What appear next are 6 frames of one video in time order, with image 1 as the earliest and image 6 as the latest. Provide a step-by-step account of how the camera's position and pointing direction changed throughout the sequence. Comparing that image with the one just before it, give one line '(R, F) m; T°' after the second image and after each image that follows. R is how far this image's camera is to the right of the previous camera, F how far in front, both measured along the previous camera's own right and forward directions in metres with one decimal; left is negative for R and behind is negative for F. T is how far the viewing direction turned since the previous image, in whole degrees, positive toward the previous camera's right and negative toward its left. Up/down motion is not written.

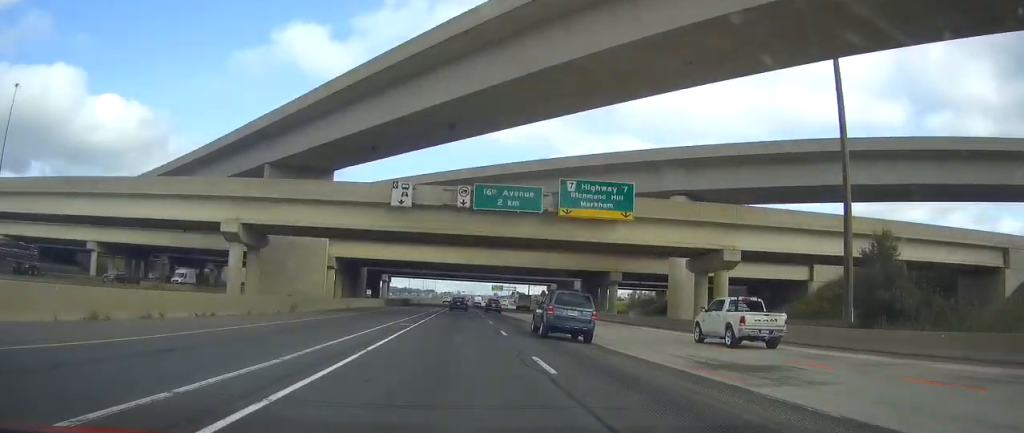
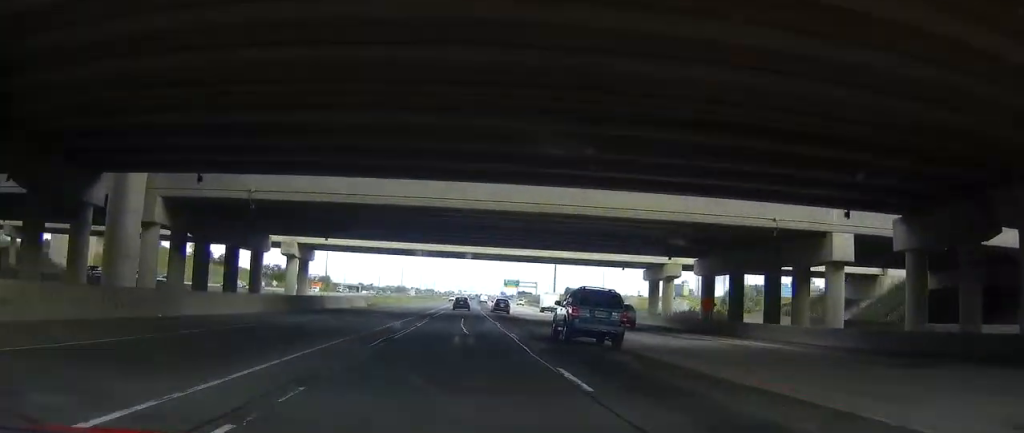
(0.0, +86.3) m; 0°
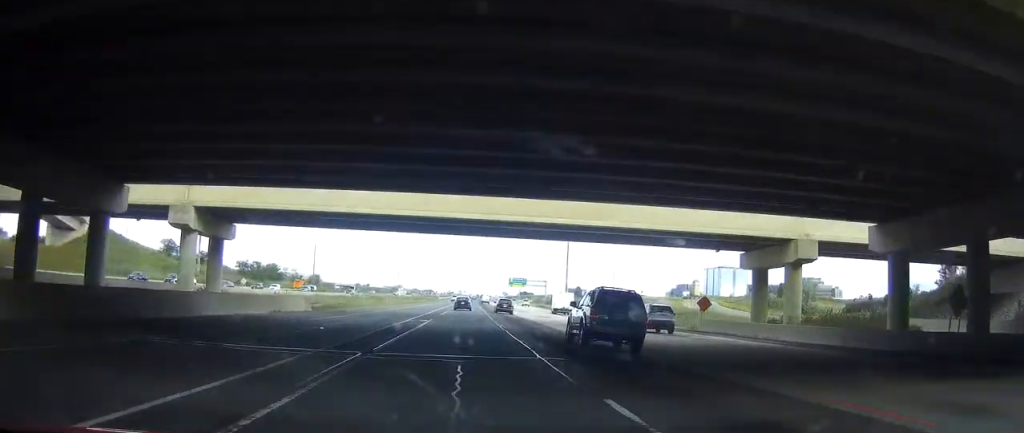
(0.0, +27.4) m; 0°
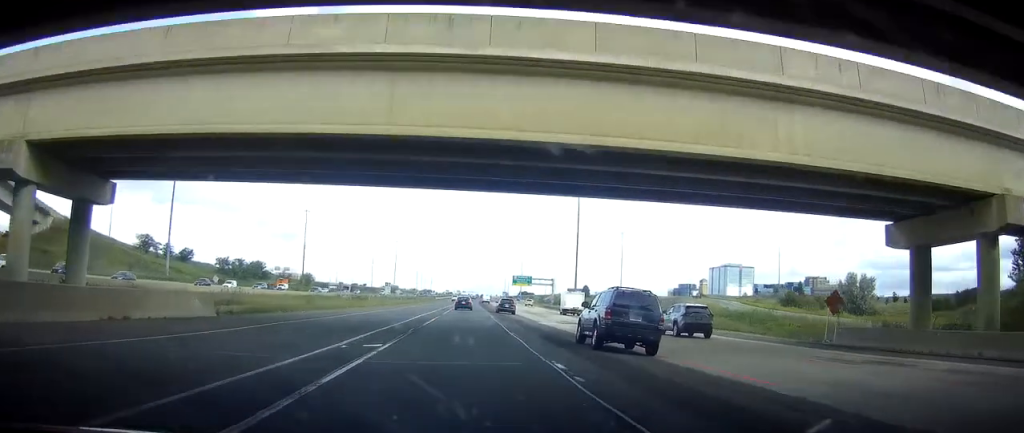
(0.0, +19.0) m; 0°
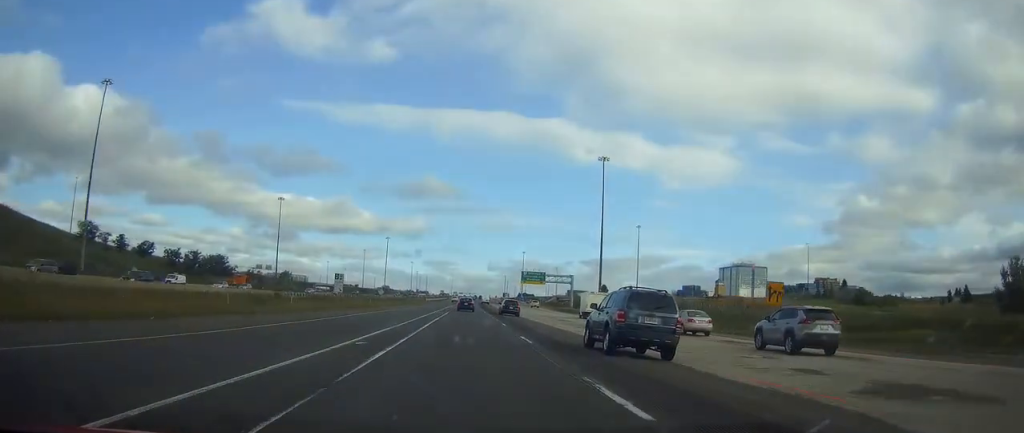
(+0.1, +38.0) m; 0°
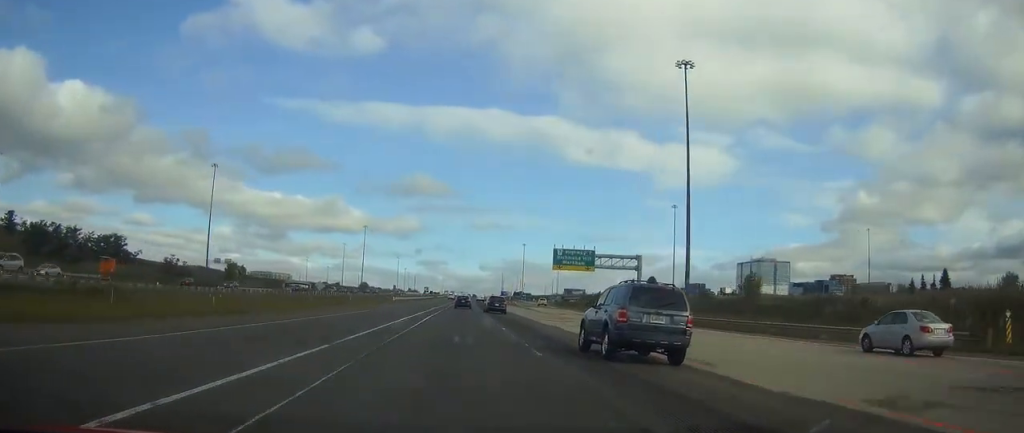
(0.0, +65.5) m; 0°
